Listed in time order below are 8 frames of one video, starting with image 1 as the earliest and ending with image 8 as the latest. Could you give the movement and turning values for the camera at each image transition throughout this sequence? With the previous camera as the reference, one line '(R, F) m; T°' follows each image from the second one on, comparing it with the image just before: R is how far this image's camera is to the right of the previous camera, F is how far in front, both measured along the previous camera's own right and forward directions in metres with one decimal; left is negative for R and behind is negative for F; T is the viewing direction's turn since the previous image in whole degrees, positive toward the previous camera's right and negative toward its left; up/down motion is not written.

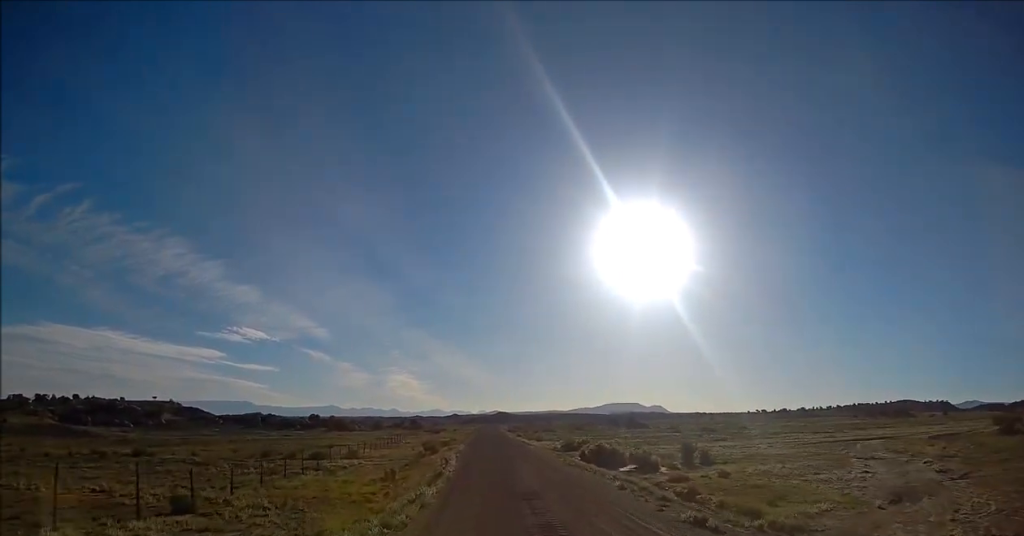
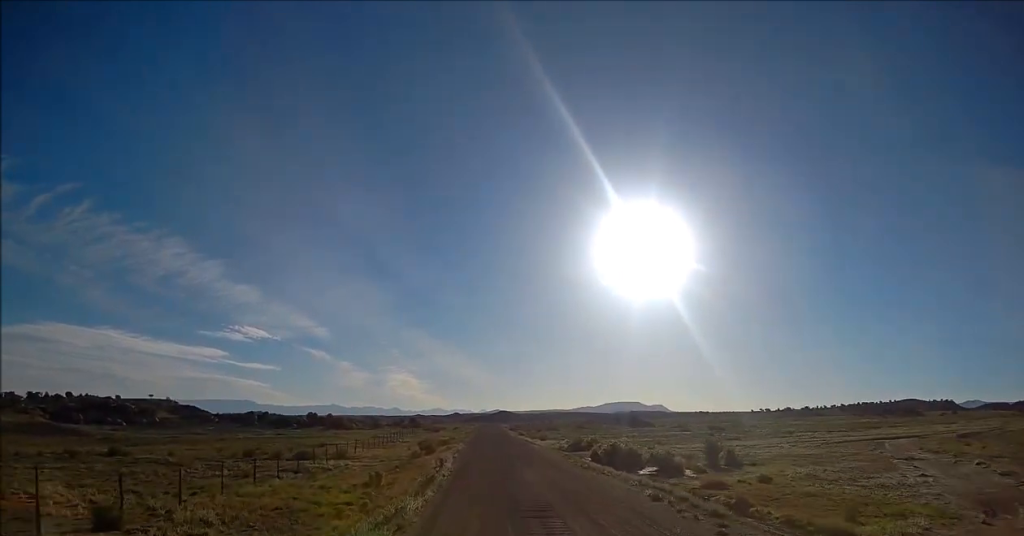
(+0.1, +6.2) m; +1°
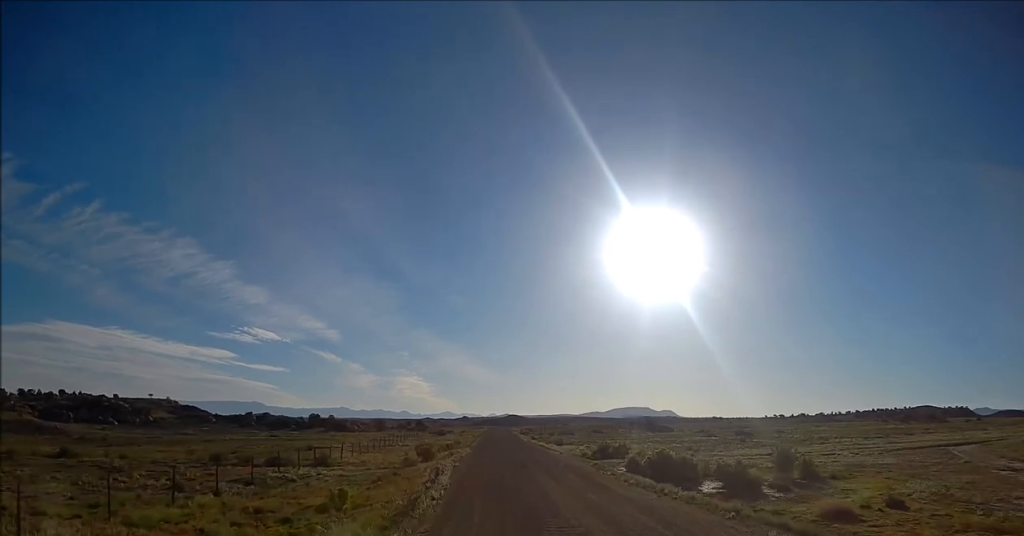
(+0.1, +10.7) m; +1°
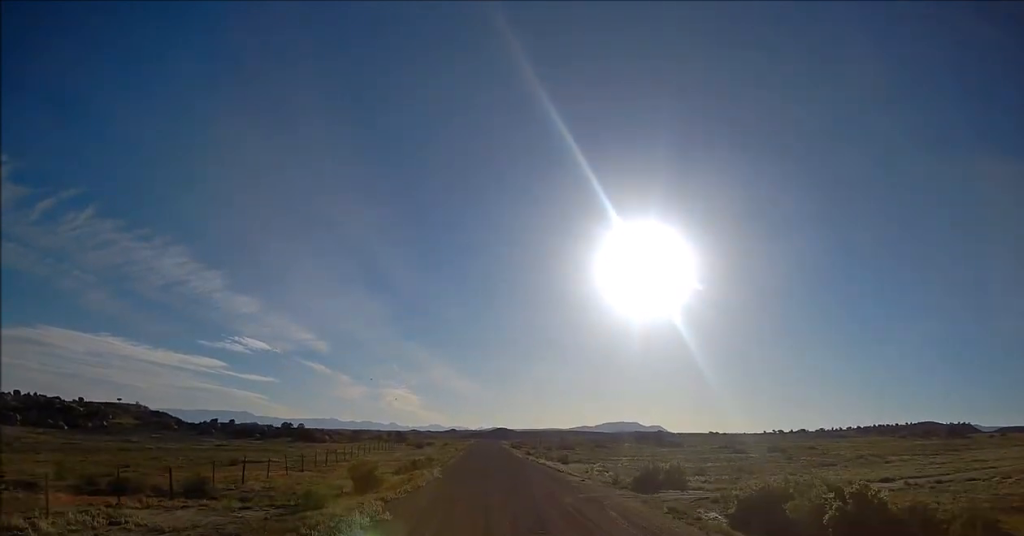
(0.0, +21.0) m; -1°
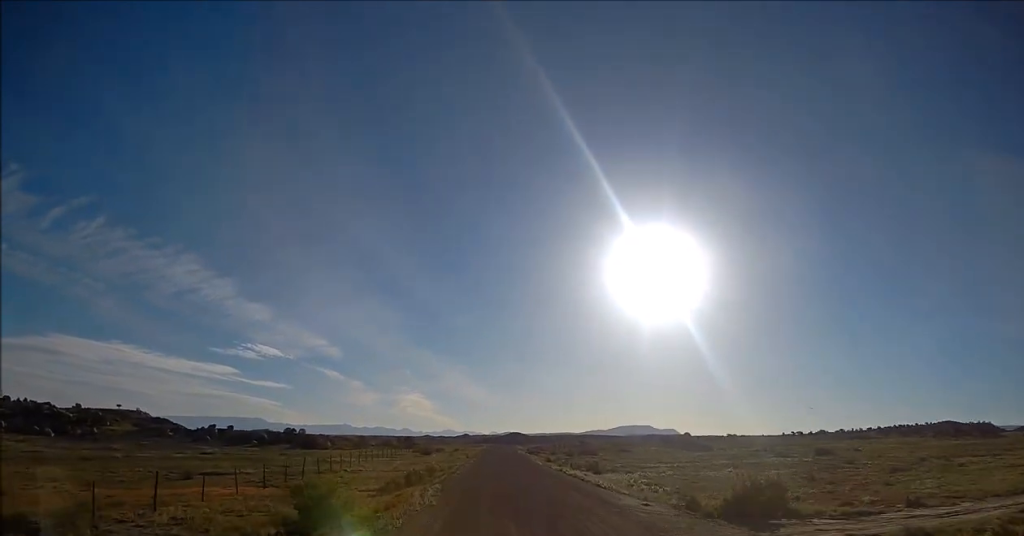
(+0.1, +13.2) m; +1°
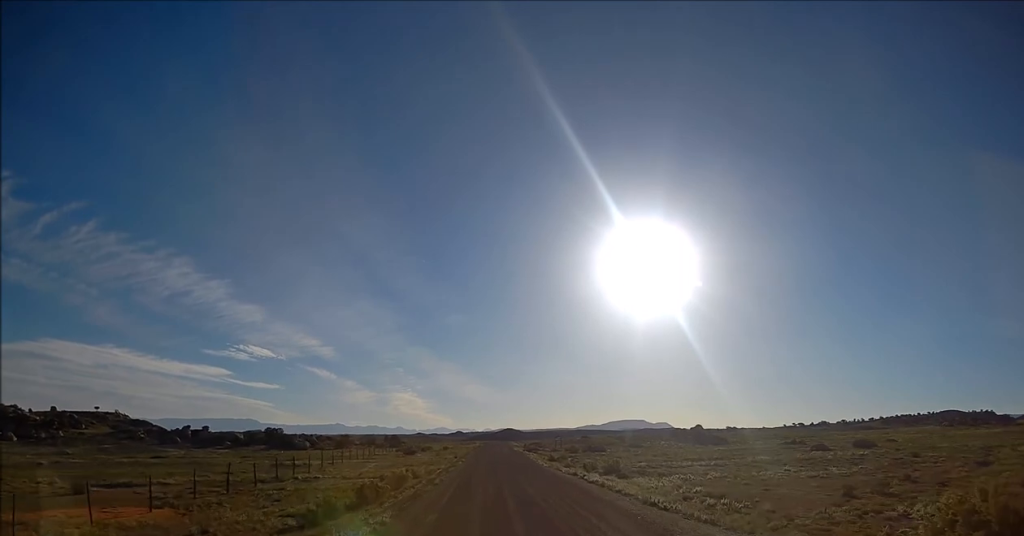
(+0.3, +14.1) m; 0°
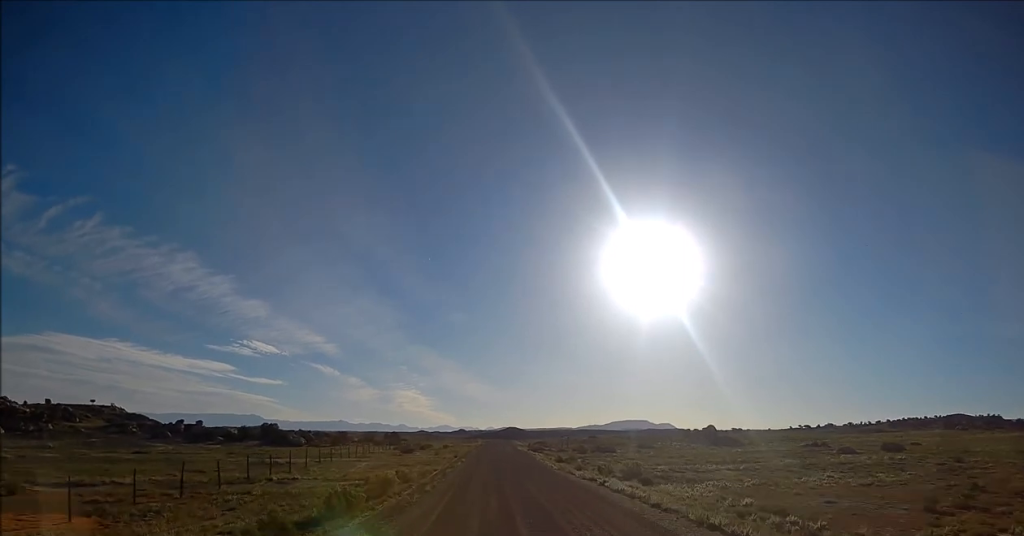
(0.0, +6.4) m; -1°
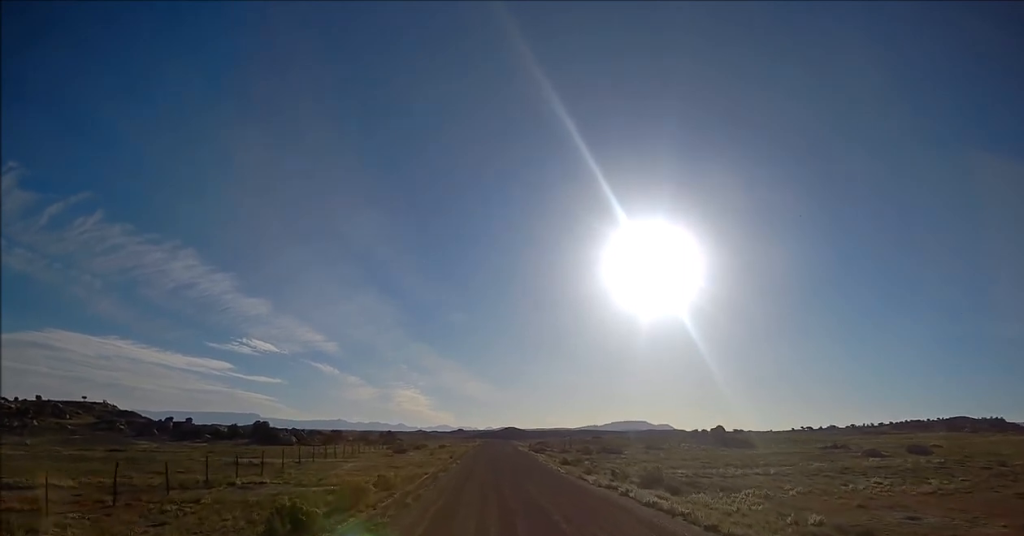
(-0.1, +6.2) m; -1°
